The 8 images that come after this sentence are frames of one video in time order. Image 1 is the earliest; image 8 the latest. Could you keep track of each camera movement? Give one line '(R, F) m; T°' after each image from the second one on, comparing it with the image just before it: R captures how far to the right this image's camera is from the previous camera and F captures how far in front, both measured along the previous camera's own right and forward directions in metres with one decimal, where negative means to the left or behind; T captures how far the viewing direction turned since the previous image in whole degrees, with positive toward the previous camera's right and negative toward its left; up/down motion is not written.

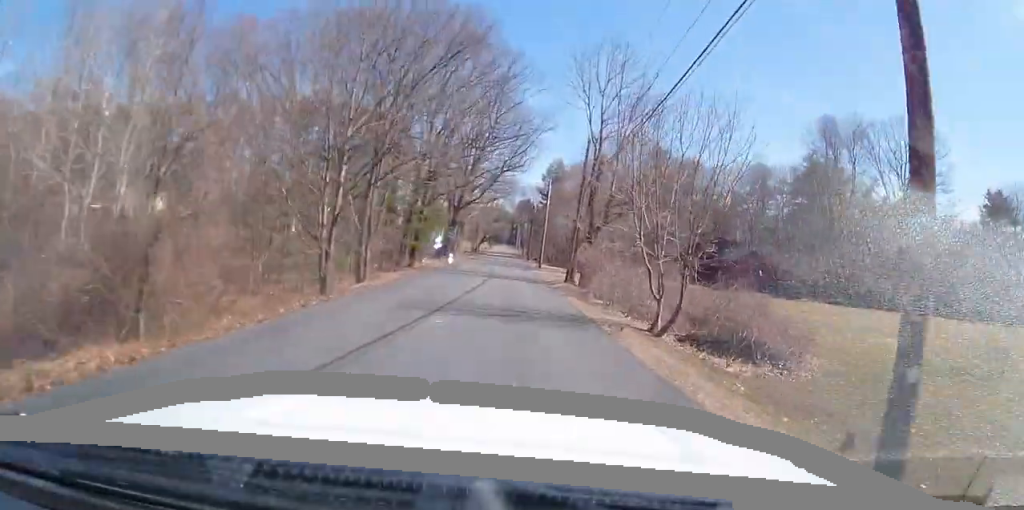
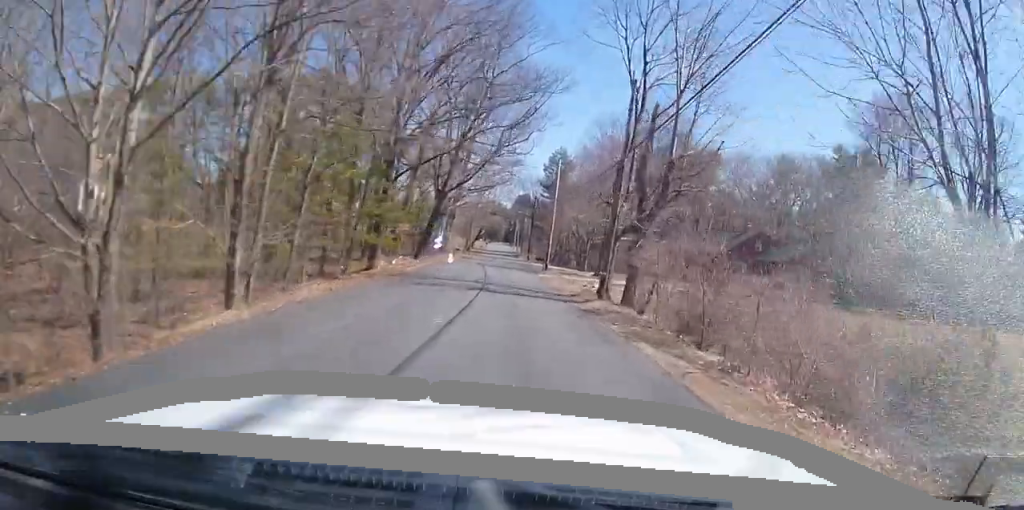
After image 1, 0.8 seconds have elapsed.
(-0.9, +12.7) m; -2°
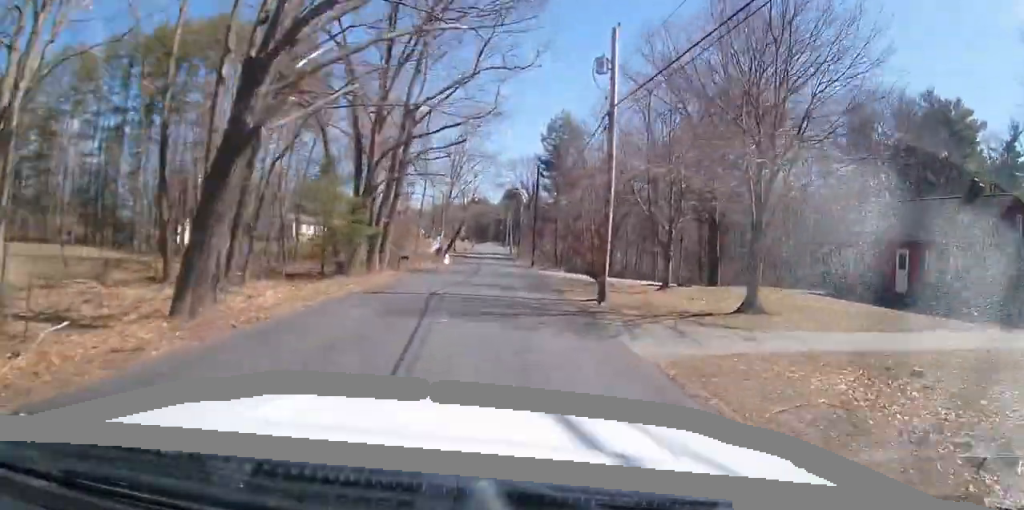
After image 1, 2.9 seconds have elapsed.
(+0.7, +32.1) m; +2°
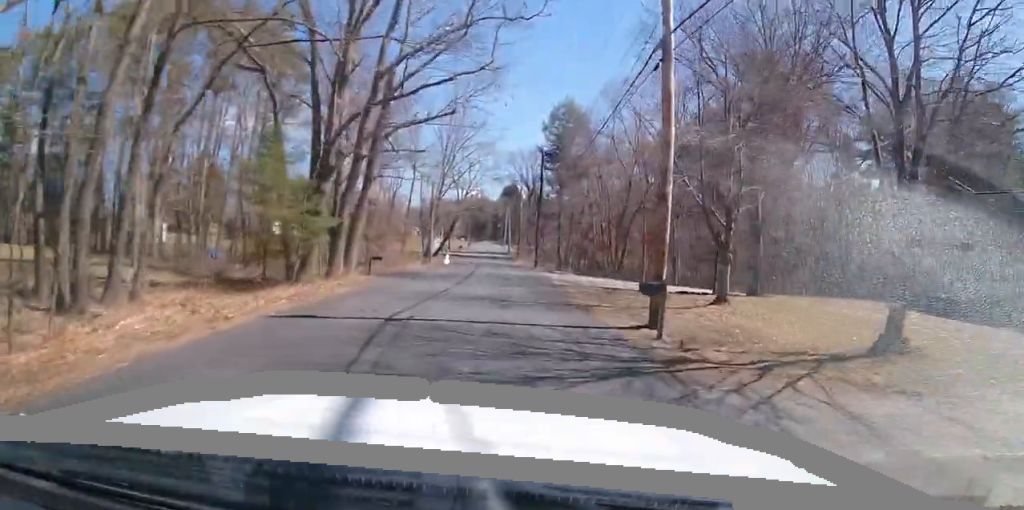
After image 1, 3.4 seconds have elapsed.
(0.0, +7.7) m; 0°
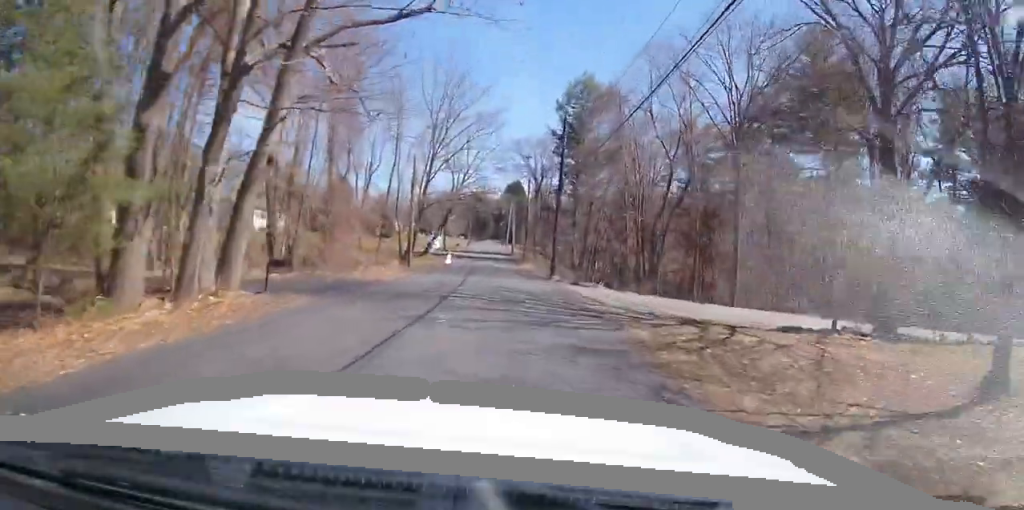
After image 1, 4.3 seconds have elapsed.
(0.0, +13.3) m; +1°
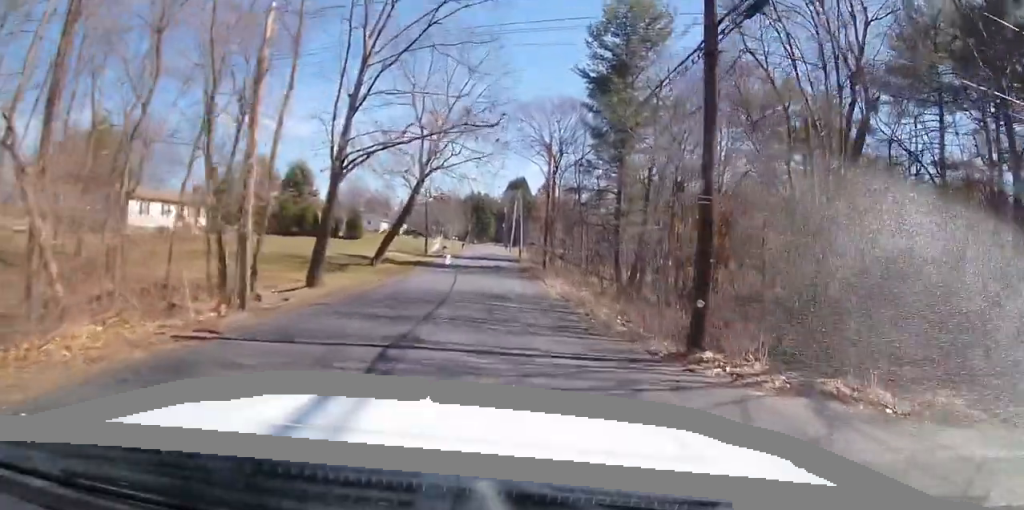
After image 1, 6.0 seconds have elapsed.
(+0.8, +25.8) m; +5°
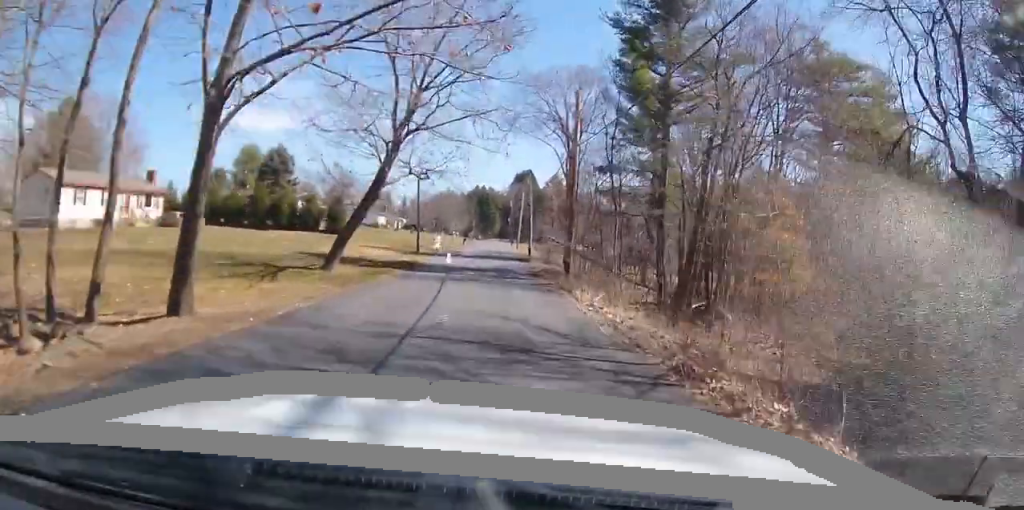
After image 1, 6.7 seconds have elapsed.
(+0.4, +11.0) m; 0°
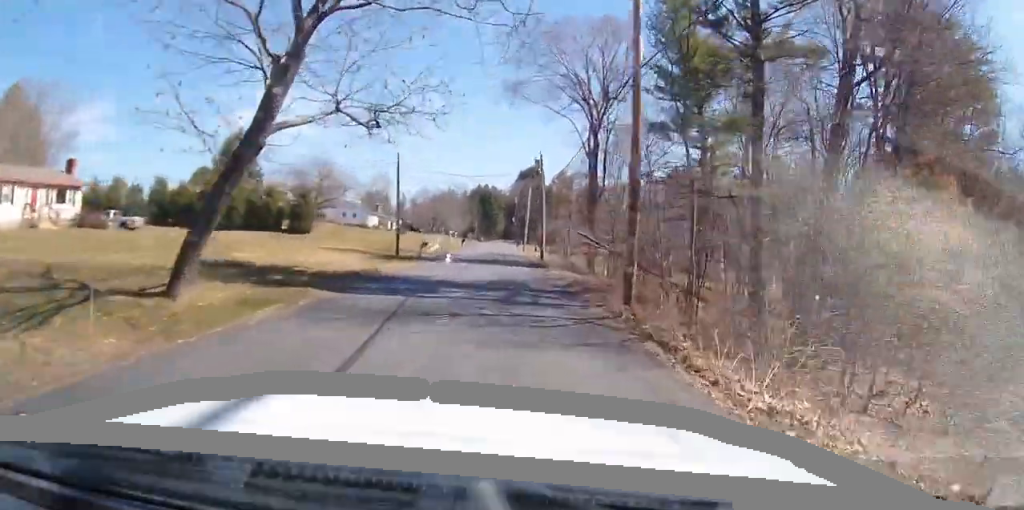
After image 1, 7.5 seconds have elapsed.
(-0.1, +13.1) m; -1°
